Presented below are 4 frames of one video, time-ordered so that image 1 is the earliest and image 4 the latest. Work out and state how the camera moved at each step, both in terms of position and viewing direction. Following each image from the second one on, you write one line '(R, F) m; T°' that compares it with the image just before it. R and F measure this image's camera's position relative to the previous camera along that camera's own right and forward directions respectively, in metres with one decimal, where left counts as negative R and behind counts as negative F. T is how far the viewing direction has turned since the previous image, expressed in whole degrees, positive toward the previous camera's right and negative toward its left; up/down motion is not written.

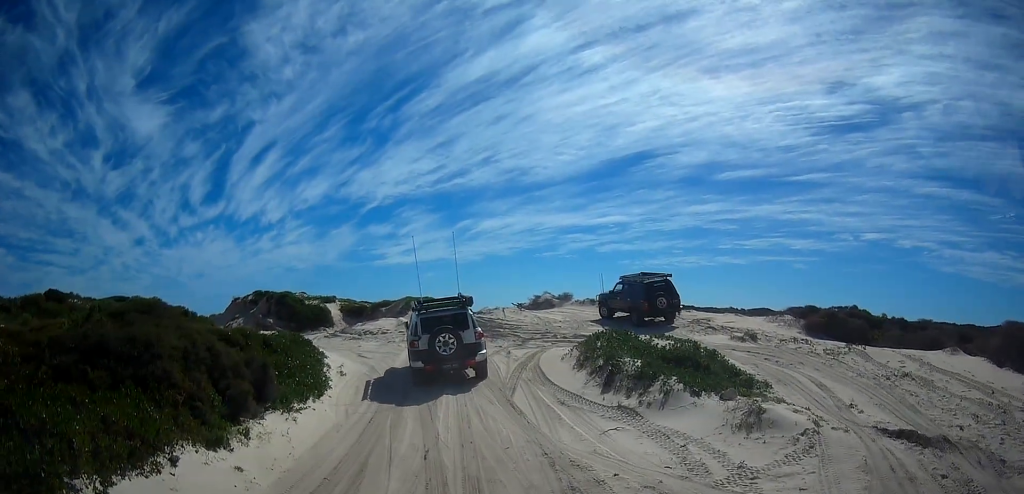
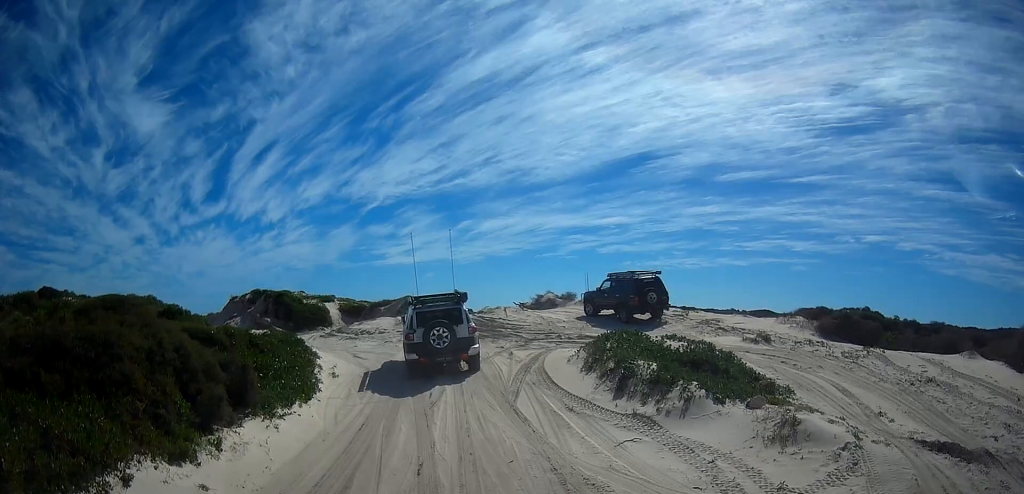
(+0.3, +1.0) m; 0°
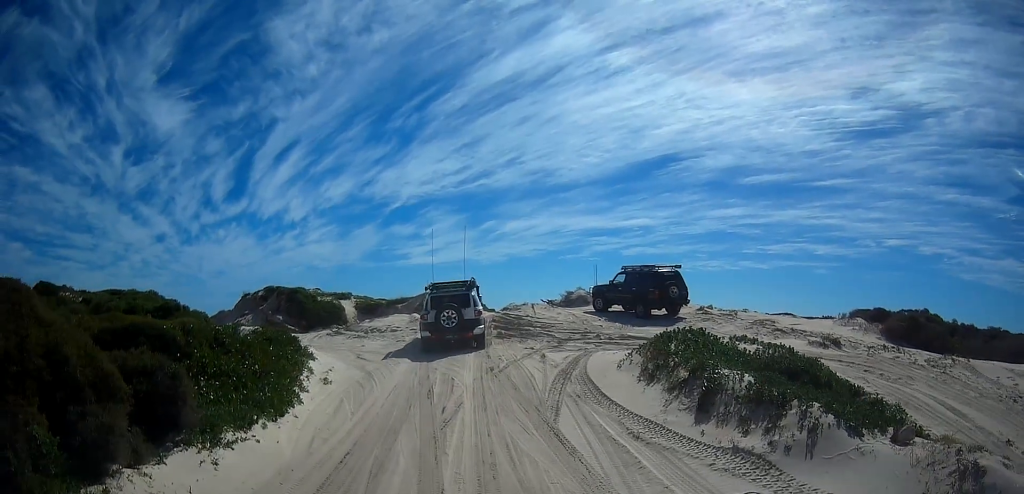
(+0.3, +2.9) m; -7°
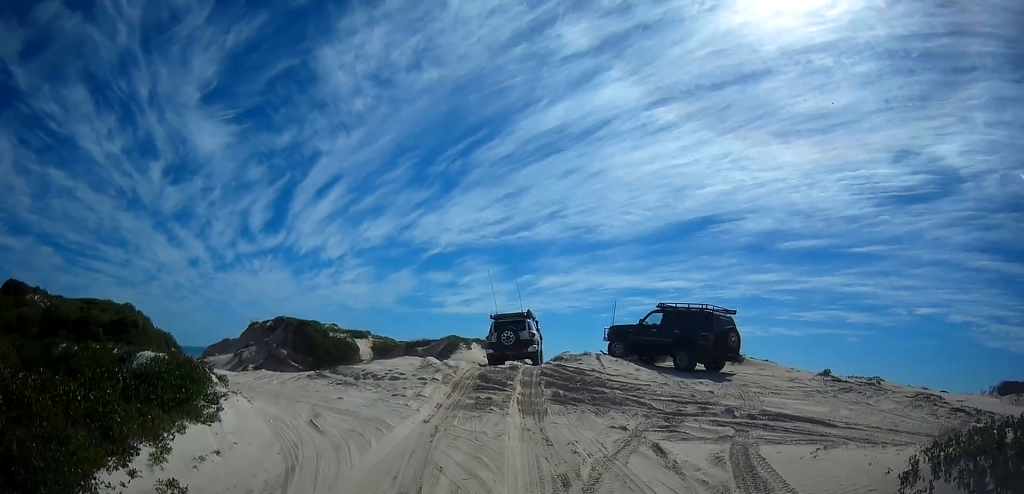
(+1.1, +7.8) m; +6°
